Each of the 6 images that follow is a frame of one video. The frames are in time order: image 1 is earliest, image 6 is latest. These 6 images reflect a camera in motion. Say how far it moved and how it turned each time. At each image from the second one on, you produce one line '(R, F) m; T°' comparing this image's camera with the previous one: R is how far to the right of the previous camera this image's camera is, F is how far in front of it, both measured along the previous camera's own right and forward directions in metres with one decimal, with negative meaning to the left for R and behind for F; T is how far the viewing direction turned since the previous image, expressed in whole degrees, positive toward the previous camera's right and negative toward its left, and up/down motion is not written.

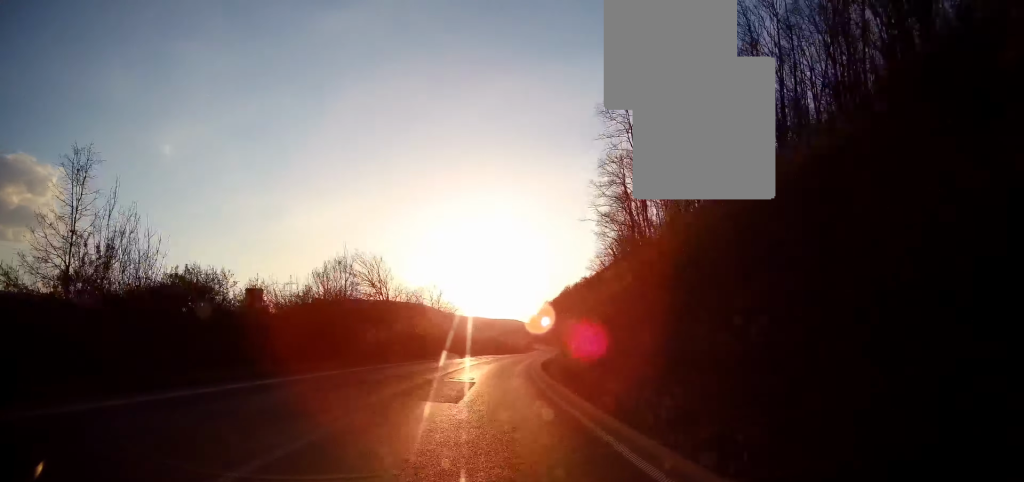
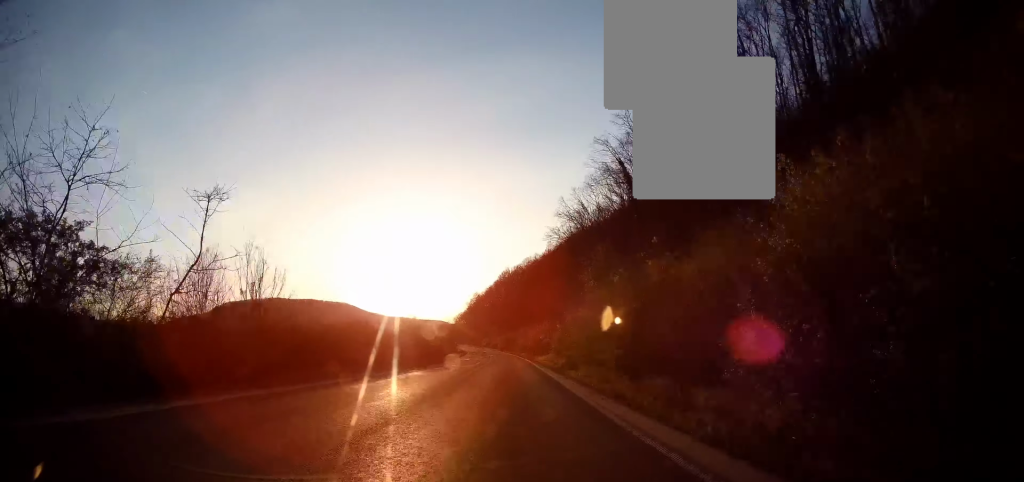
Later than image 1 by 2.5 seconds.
(+2.7, +62.5) m; +6°
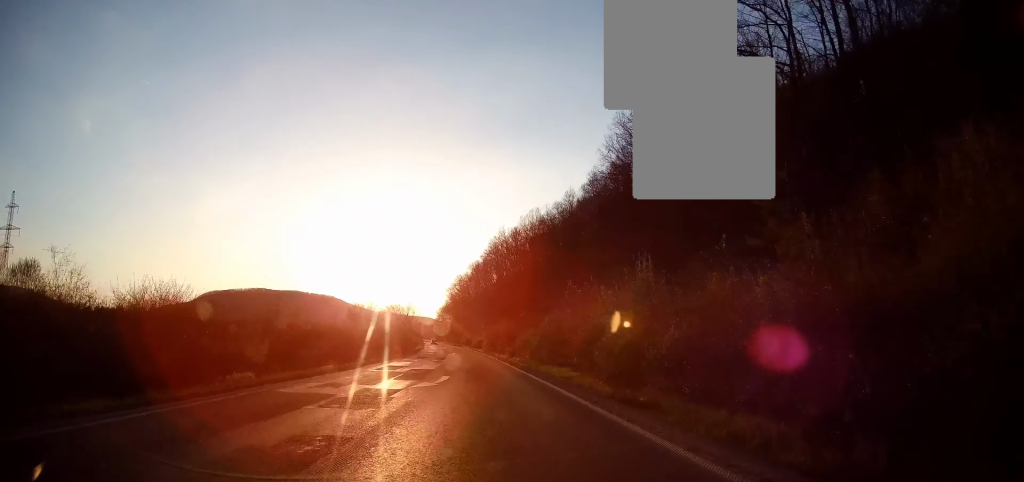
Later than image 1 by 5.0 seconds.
(+2.6, +66.0) m; +4°
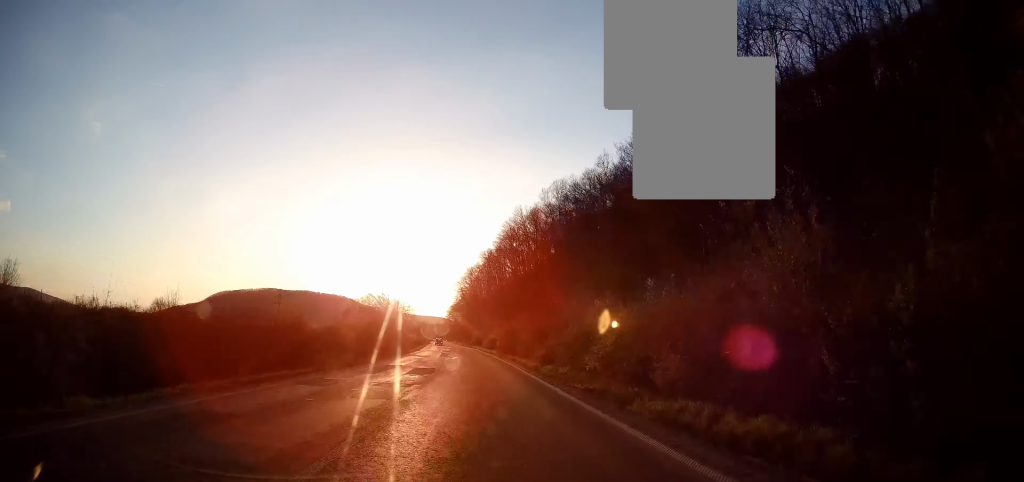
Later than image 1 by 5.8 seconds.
(+0.1, +21.3) m; -1°
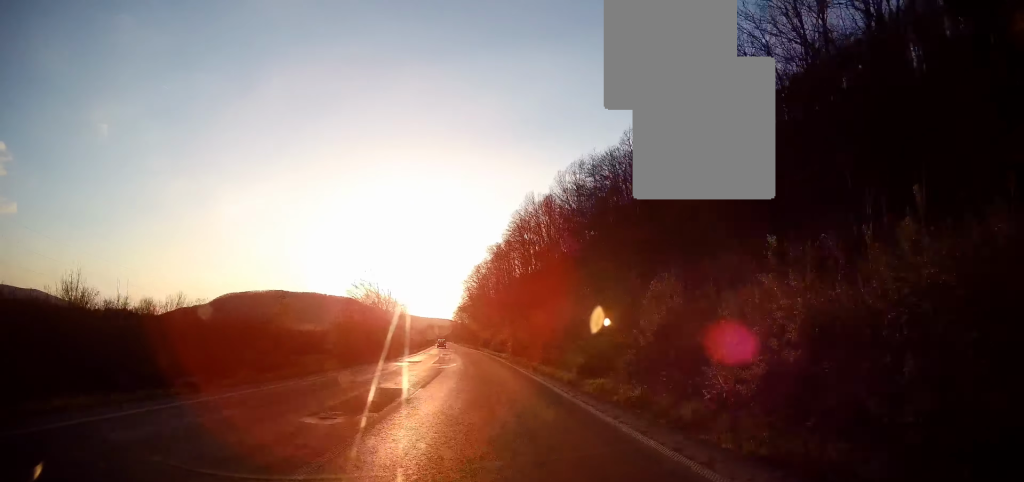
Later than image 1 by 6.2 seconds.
(-0.1, +11.5) m; -1°
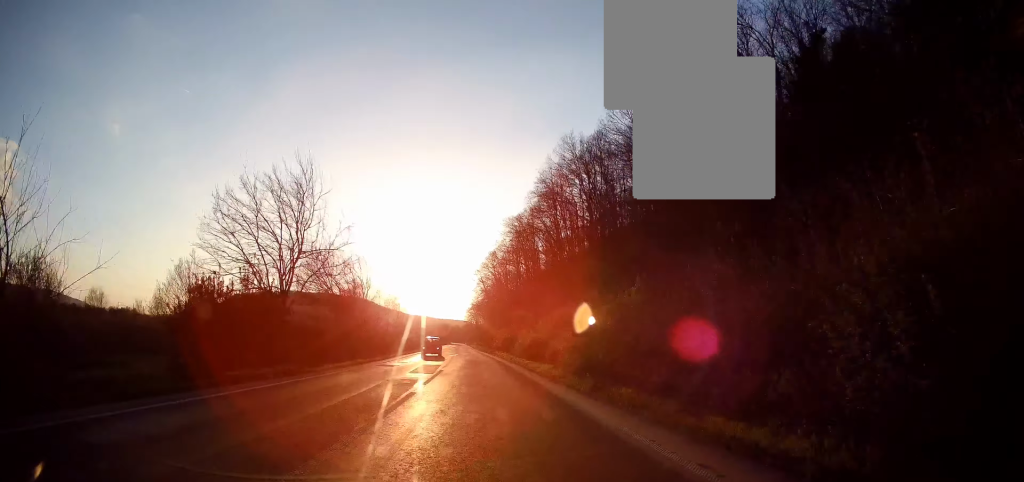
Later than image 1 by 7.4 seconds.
(-0.9, +31.8) m; -3°
